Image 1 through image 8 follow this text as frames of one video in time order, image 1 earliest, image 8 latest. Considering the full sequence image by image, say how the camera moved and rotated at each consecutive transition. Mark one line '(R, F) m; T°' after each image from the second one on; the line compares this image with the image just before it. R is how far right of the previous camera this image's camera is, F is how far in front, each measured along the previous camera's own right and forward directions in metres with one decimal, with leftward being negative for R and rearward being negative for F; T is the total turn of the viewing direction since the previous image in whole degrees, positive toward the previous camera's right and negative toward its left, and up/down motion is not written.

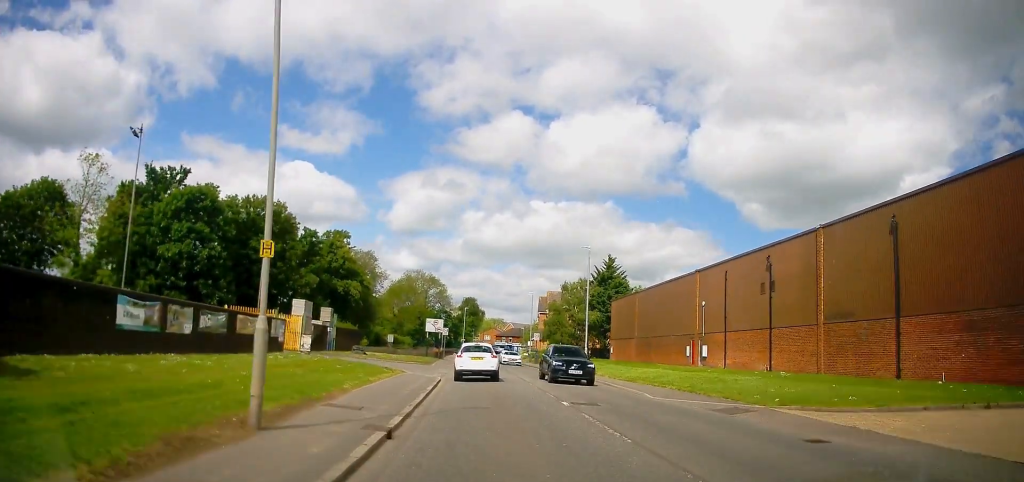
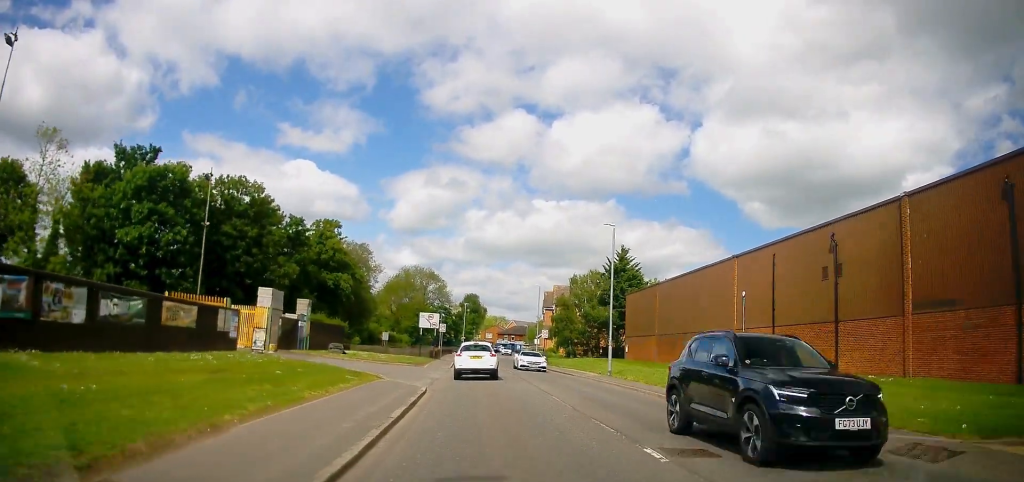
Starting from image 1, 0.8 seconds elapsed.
(-0.3, +6.9) m; 0°
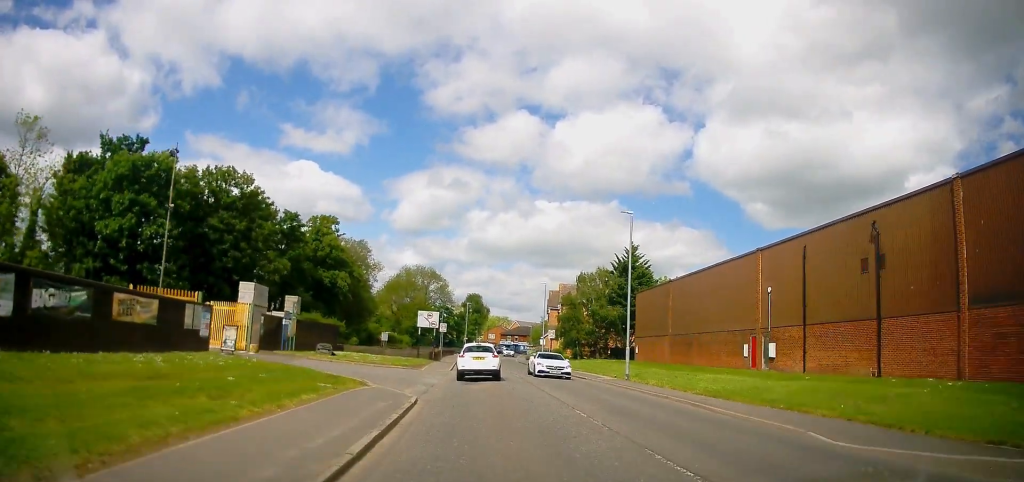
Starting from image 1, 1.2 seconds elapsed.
(+0.1, +3.3) m; 0°
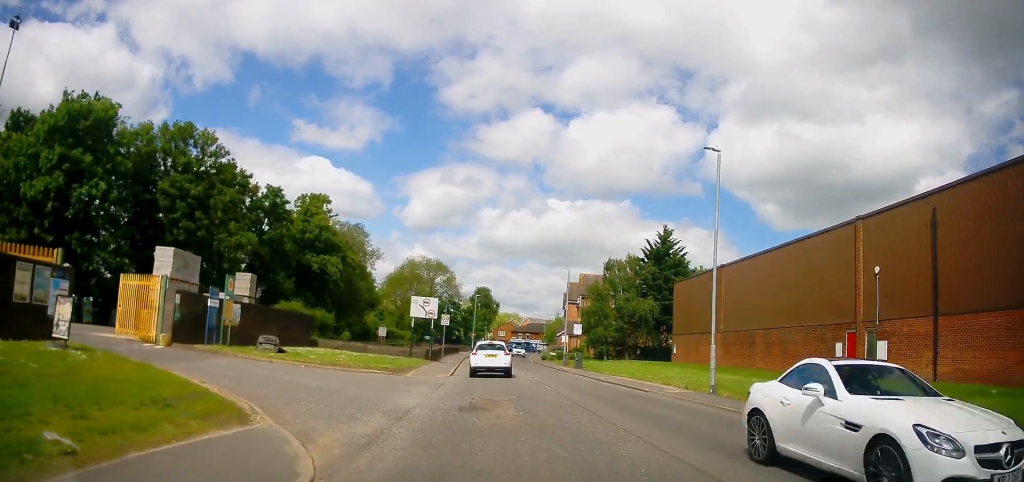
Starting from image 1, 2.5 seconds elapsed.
(+0.1, +10.5) m; -1°
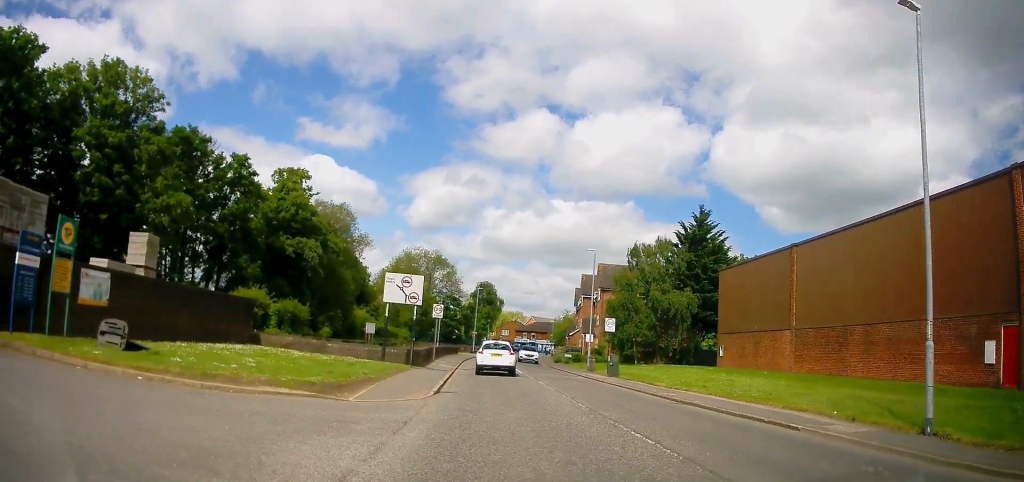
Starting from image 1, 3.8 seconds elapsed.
(-0.2, +10.7) m; 0°
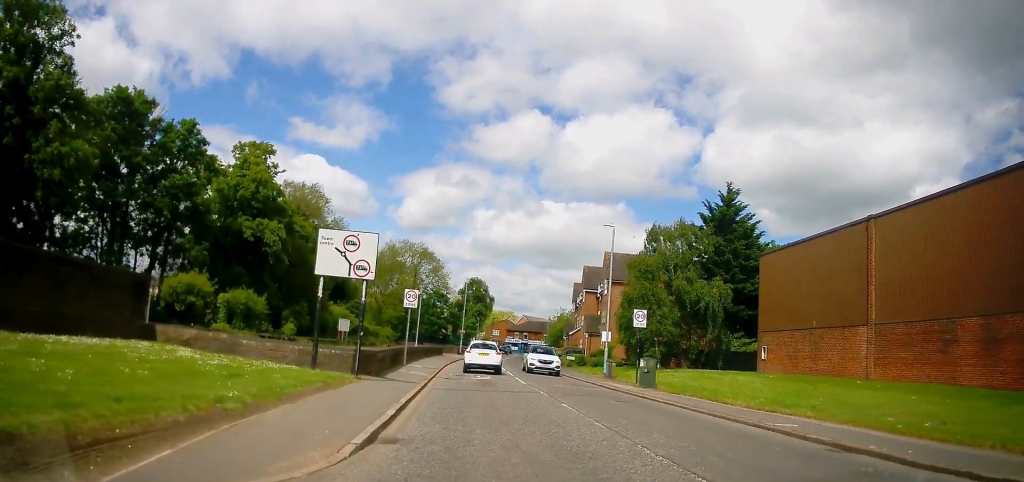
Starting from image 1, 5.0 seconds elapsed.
(+0.2, +8.9) m; 0°
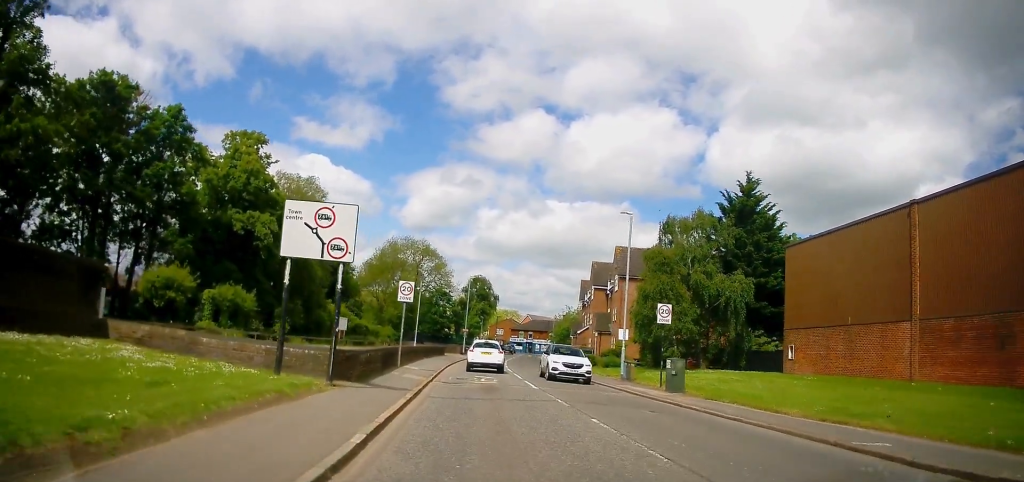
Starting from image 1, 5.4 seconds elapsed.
(-0.1, +3.1) m; 0°
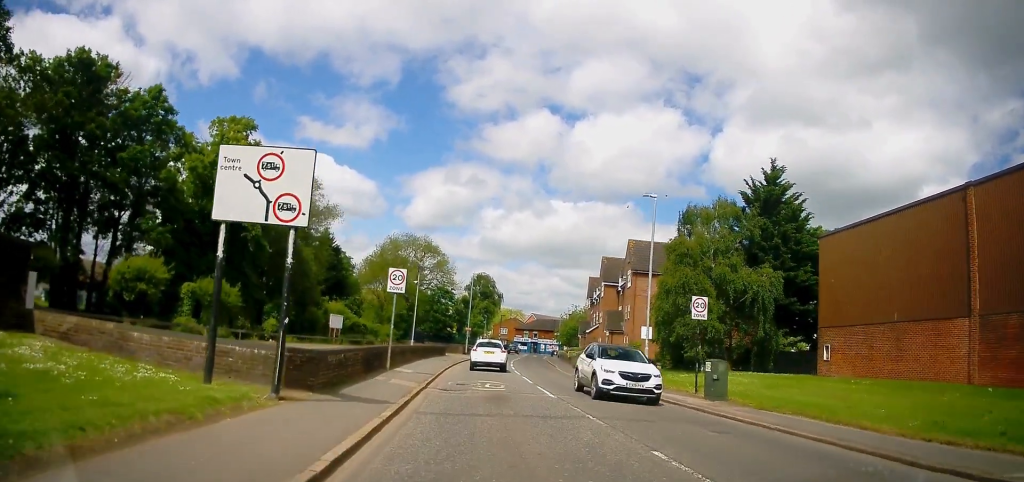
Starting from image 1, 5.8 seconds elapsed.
(-0.1, +3.6) m; 0°
